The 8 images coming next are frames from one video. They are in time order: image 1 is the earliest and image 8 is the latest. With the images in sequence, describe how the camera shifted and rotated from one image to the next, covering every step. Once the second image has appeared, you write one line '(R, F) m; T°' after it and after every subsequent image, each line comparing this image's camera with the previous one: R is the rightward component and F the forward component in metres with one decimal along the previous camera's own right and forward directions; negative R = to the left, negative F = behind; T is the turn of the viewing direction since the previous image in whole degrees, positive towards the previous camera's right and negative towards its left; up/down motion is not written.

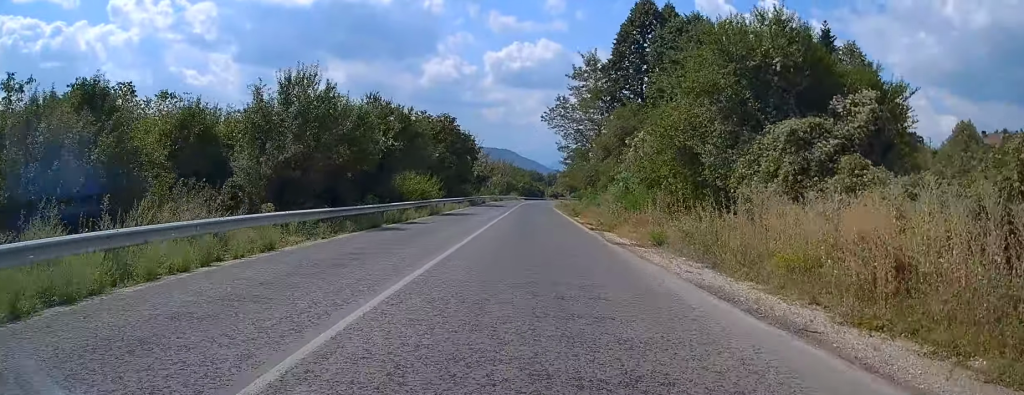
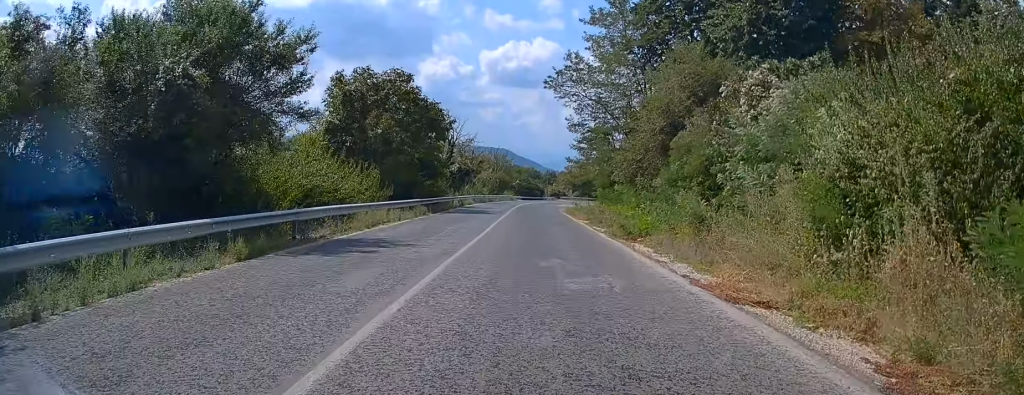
(0.0, +23.7) m; 0°
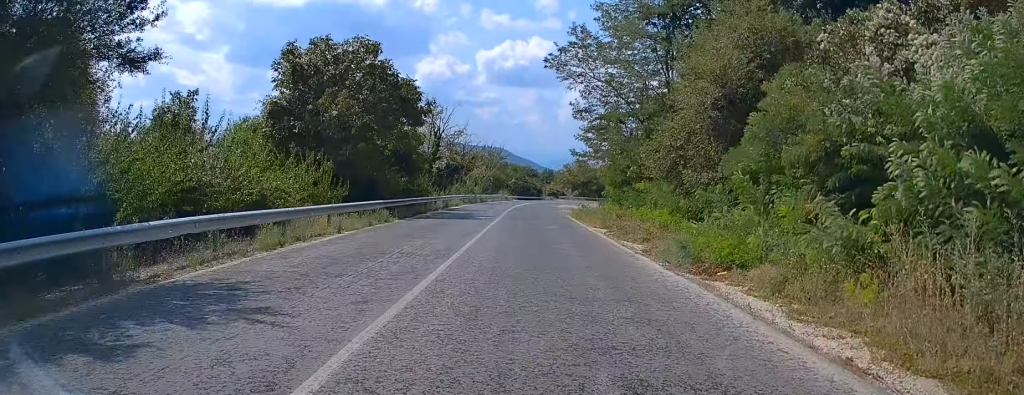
(0.0, +8.7) m; 0°
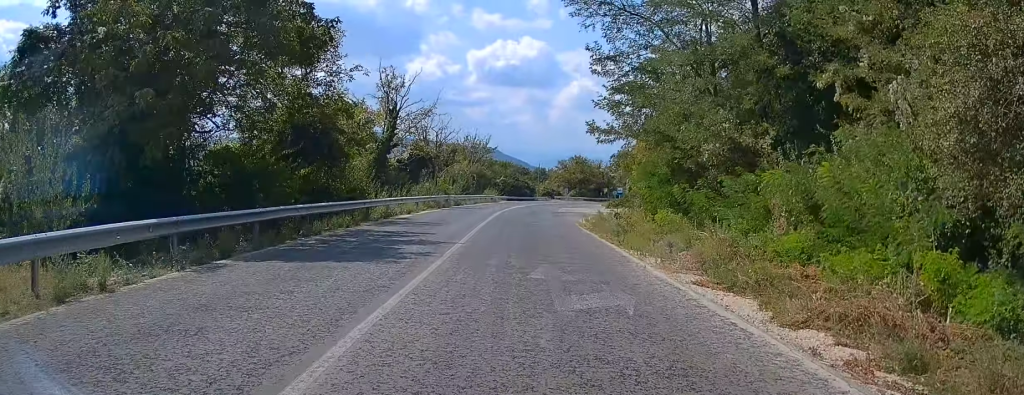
(+0.1, +17.5) m; +1°
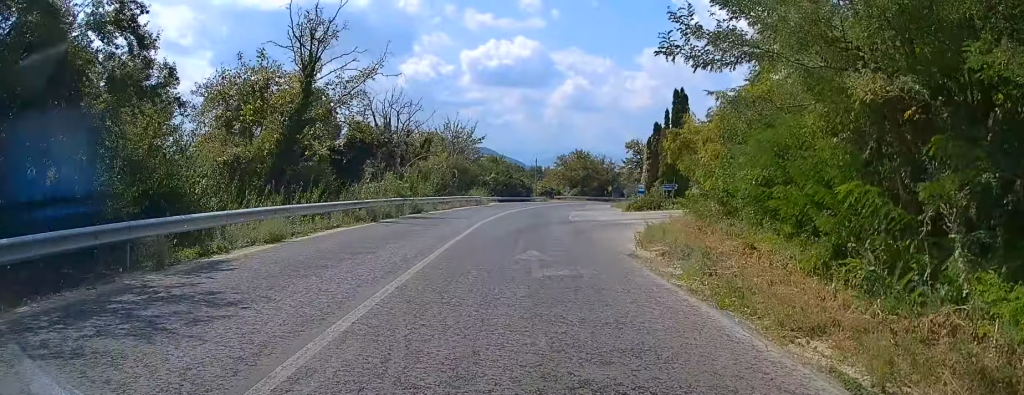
(+0.1, +17.5) m; +1°
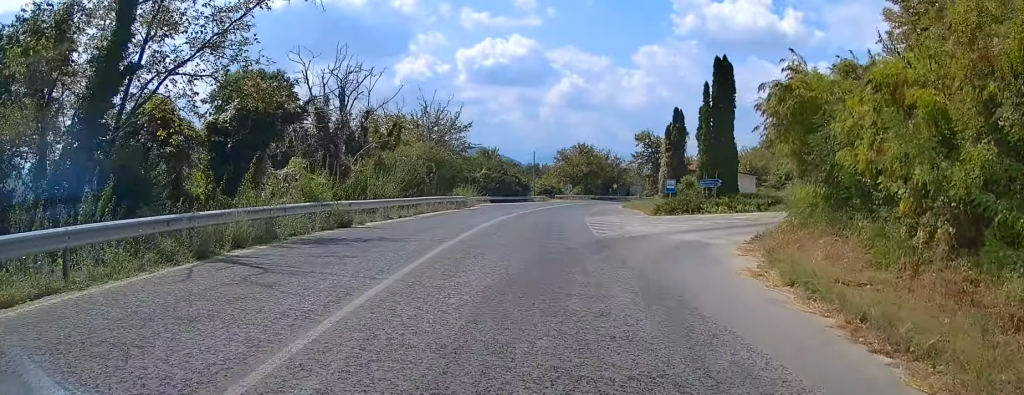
(0.0, +13.8) m; 0°
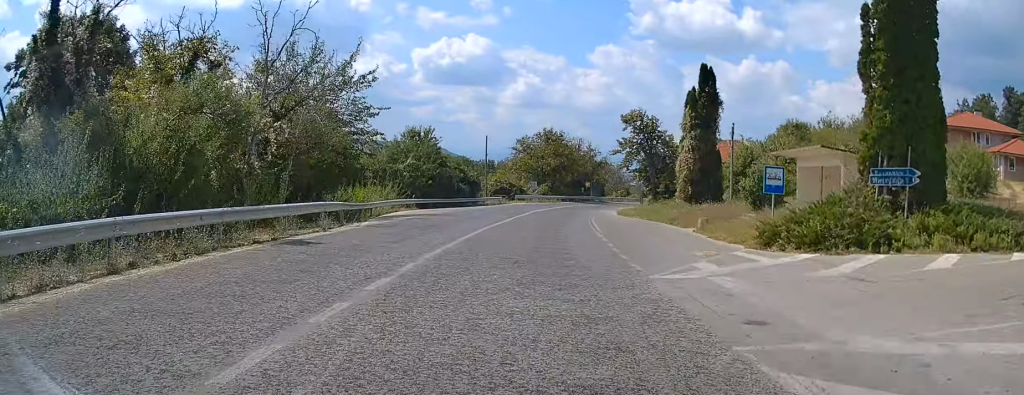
(+0.2, +26.4) m; +3°
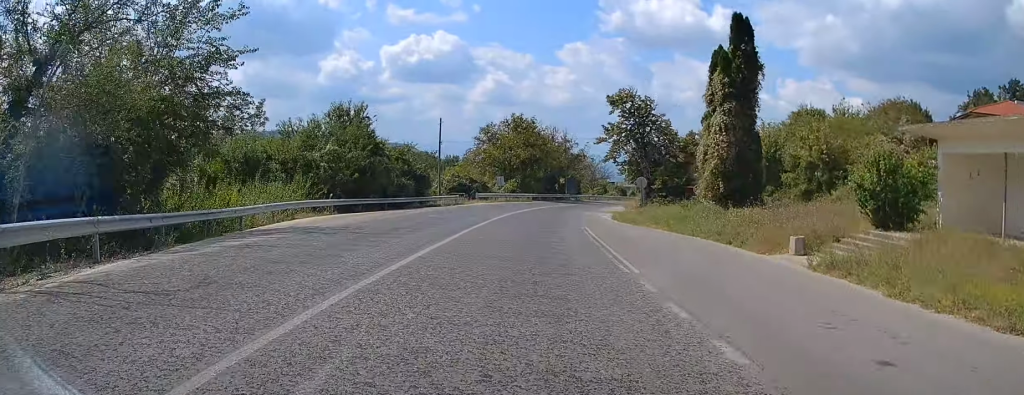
(+0.6, +14.3) m; +3°
